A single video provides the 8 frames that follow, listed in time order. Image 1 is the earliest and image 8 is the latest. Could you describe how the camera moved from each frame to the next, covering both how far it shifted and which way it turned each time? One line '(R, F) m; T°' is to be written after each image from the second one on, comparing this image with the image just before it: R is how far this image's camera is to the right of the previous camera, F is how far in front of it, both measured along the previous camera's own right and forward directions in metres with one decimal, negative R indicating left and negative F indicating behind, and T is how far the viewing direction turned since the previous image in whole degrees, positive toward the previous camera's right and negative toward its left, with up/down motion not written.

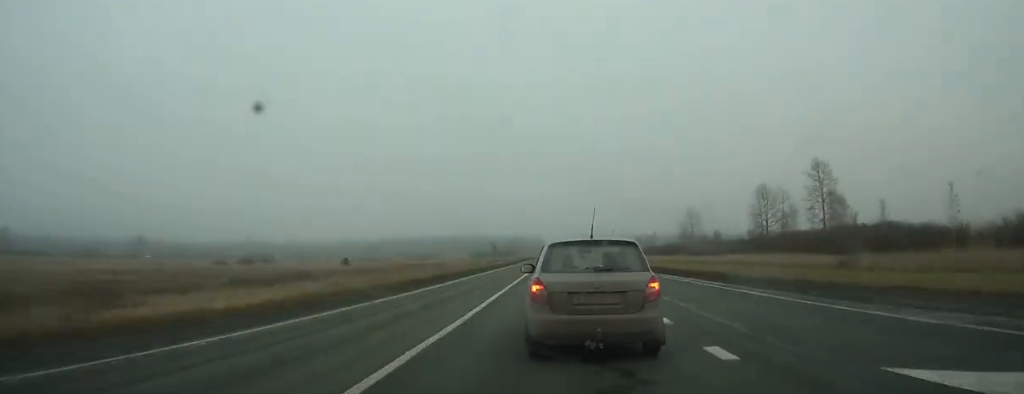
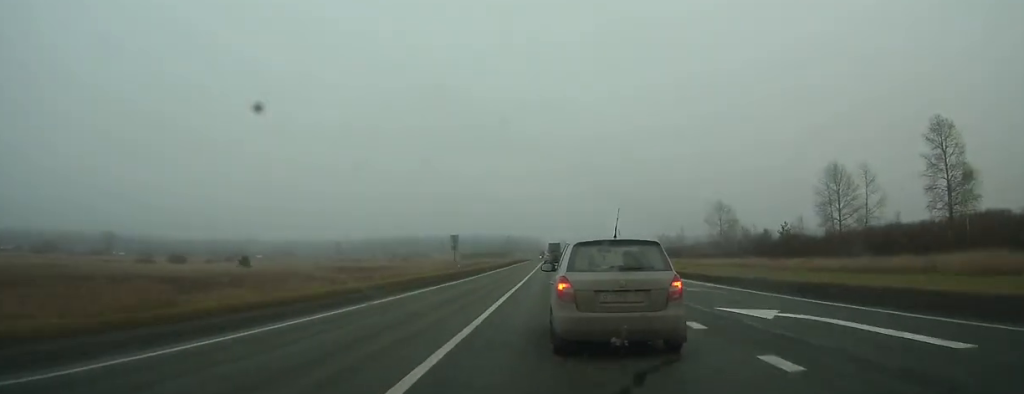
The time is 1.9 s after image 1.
(-0.3, +44.4) m; 0°
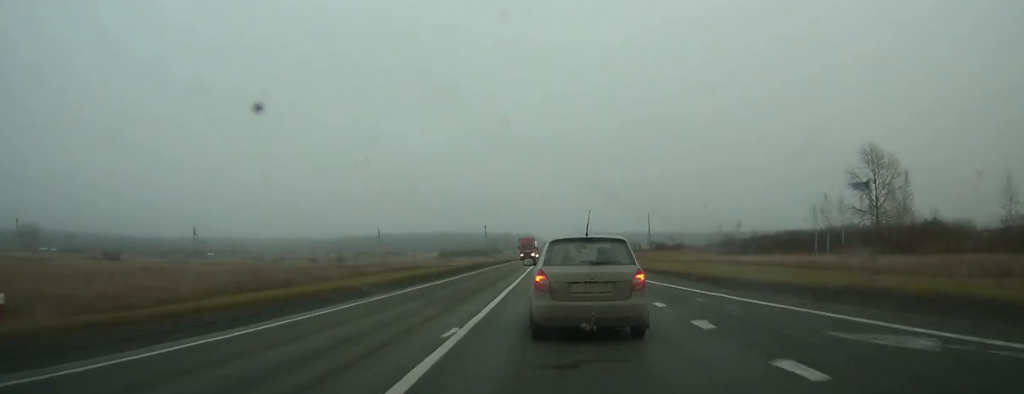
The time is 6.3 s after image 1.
(+0.4, +102.7) m; +1°
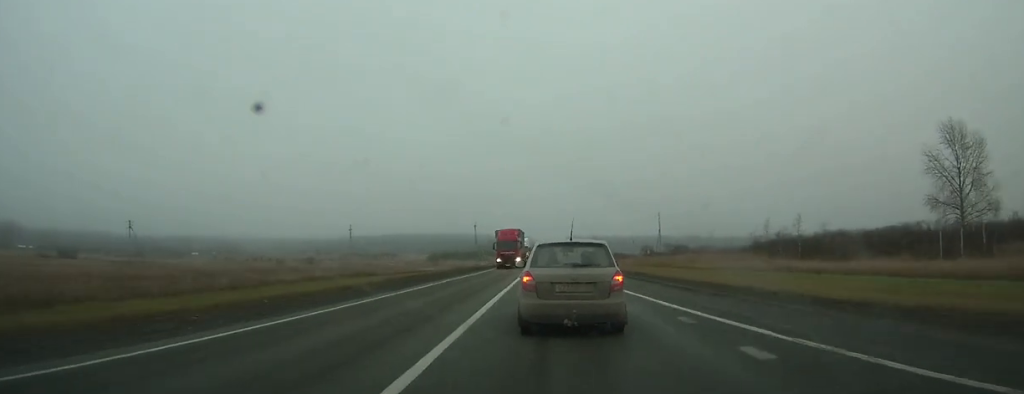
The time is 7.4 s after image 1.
(+0.1, +25.4) m; 0°
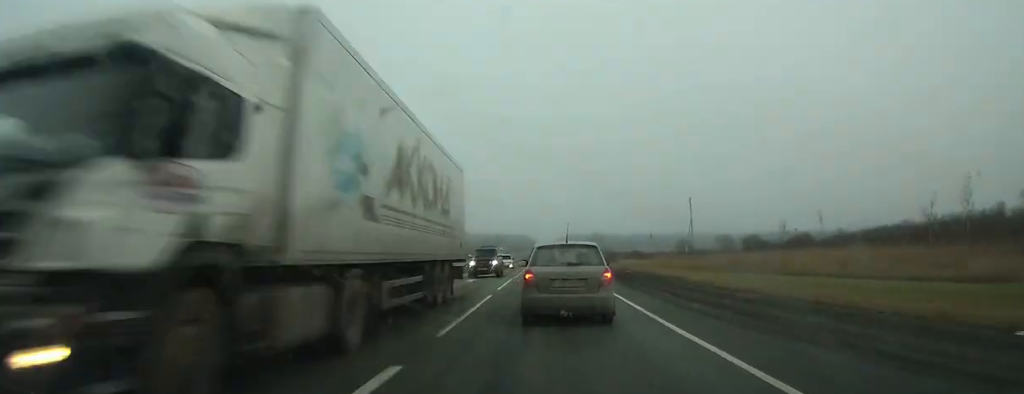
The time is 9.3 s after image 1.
(0.0, +45.1) m; 0°
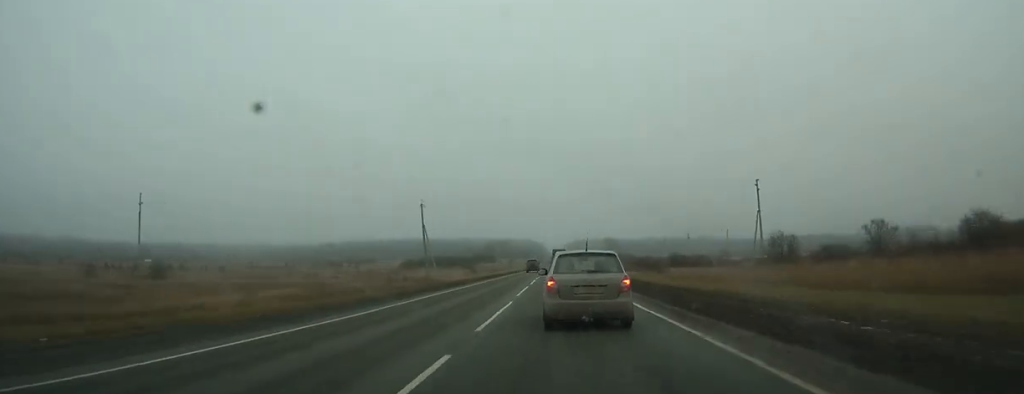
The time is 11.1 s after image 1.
(-0.1, +46.6) m; 0°
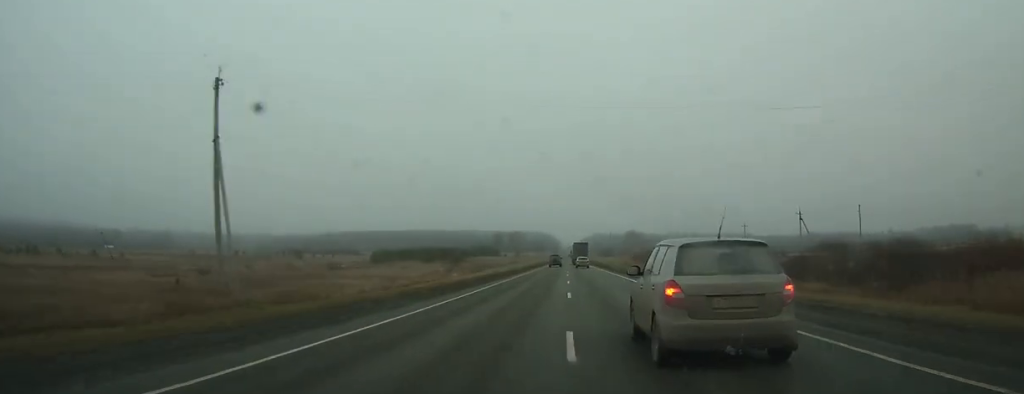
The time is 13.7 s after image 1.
(-0.5, +68.9) m; 0°
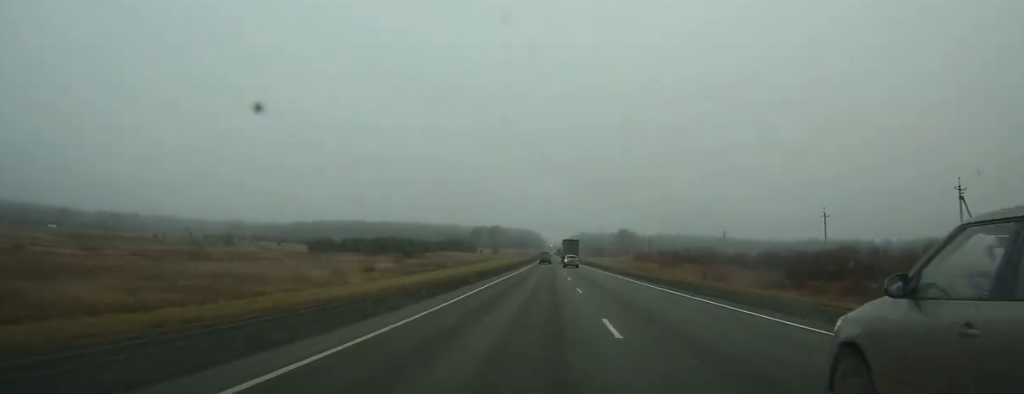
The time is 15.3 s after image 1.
(+0.1, +45.5) m; 0°
